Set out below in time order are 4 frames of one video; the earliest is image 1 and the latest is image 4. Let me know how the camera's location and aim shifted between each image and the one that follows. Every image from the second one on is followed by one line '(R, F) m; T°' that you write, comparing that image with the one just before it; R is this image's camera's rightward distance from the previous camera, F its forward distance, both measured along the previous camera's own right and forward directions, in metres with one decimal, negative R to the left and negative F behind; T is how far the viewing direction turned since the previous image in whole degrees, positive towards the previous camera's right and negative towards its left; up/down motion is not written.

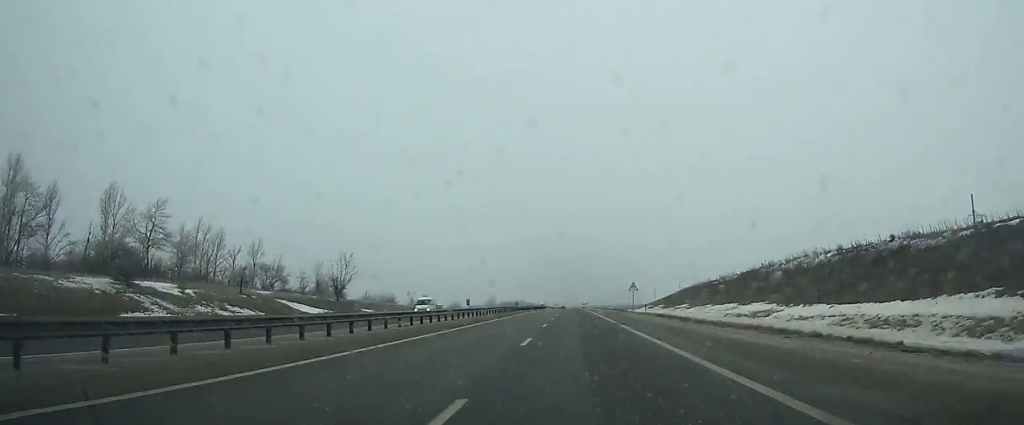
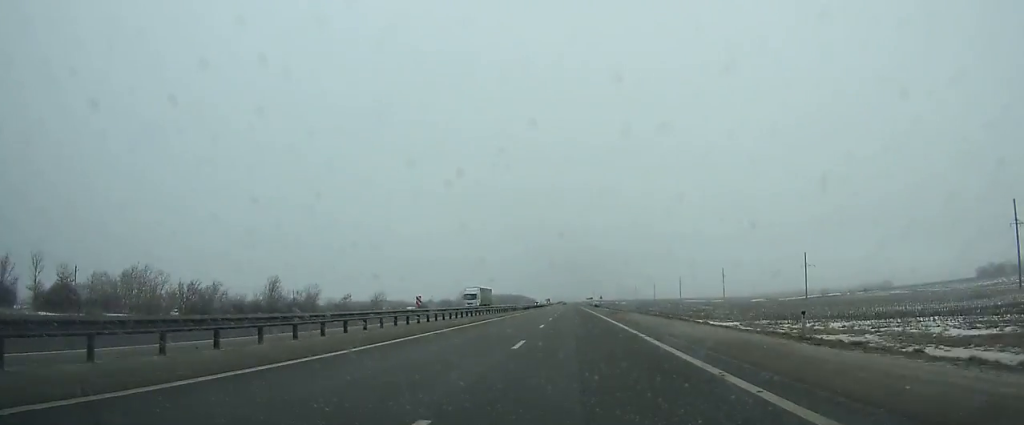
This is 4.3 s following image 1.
(-0.4, +138.3) m; 0°
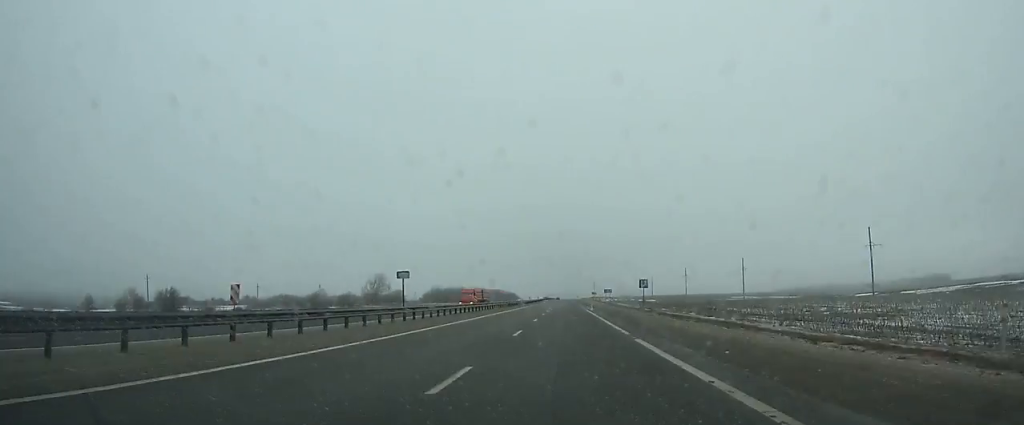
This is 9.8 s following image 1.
(+0.3, +177.3) m; 0°
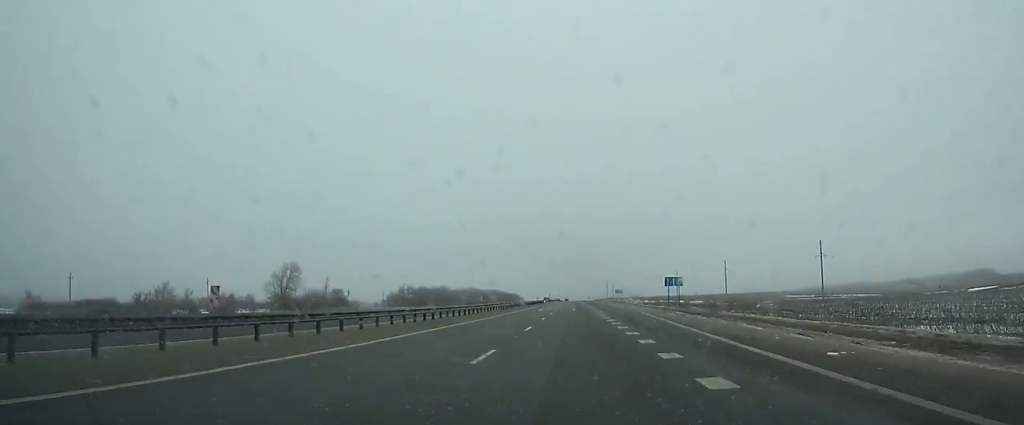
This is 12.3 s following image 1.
(-0.1, +80.4) m; 0°
